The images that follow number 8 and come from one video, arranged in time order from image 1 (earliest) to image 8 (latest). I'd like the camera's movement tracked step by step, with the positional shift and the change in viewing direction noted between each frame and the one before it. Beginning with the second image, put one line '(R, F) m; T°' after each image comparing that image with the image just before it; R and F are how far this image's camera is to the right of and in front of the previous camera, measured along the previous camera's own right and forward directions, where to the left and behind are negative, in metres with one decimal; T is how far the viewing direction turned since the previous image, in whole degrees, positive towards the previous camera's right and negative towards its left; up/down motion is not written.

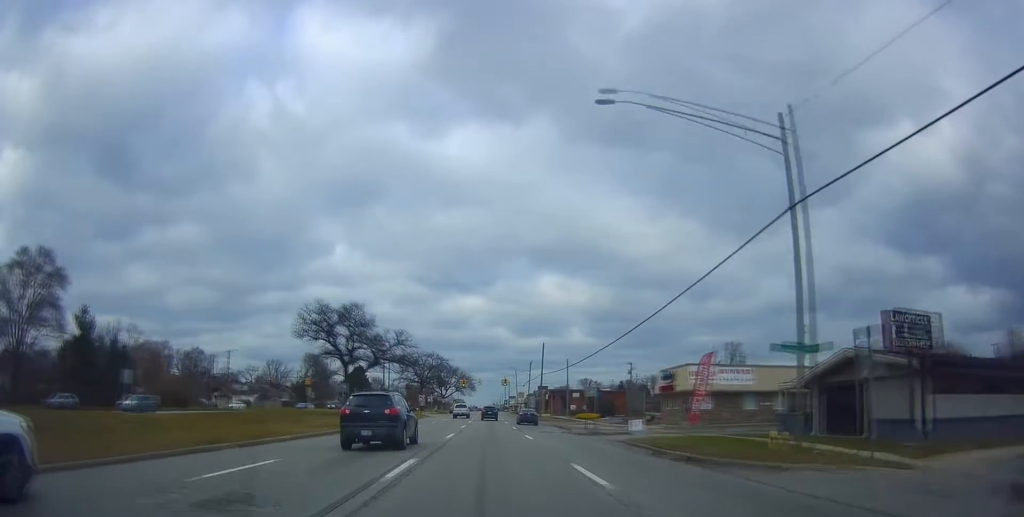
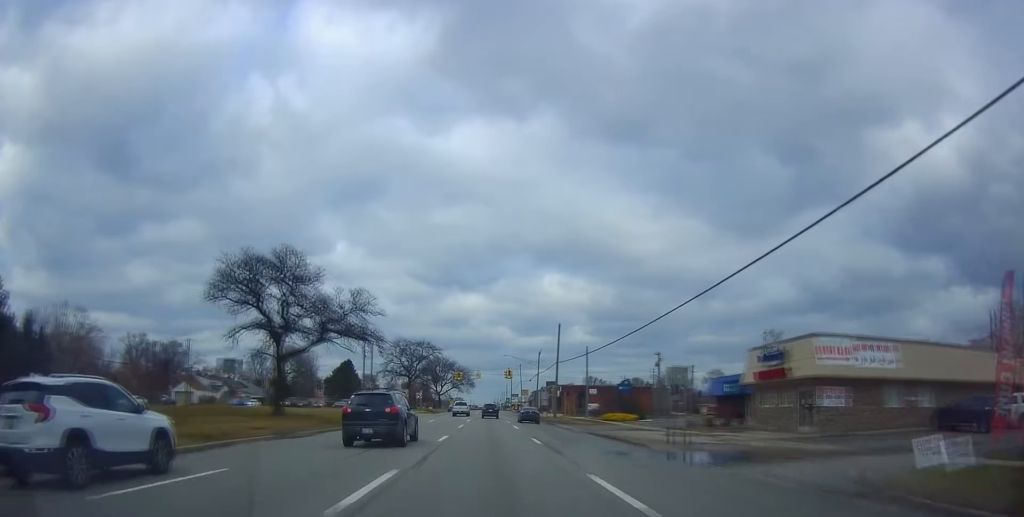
(+0.2, +19.1) m; +2°
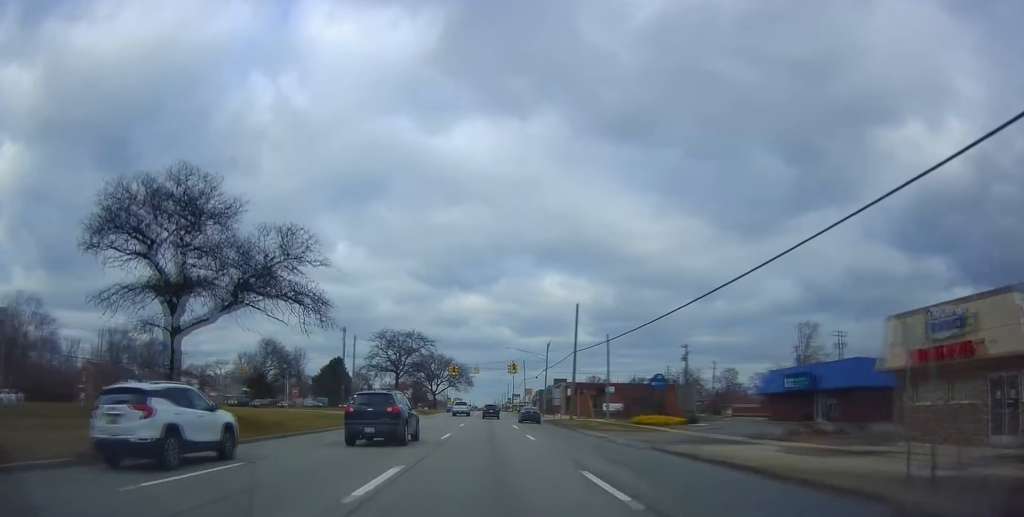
(+0.2, +13.9) m; 0°
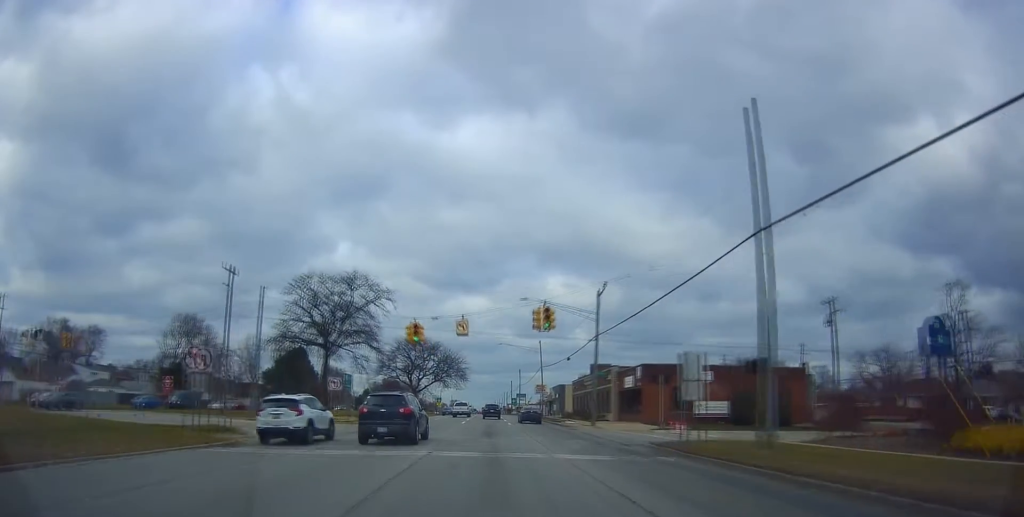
(-0.6, +38.6) m; 0°
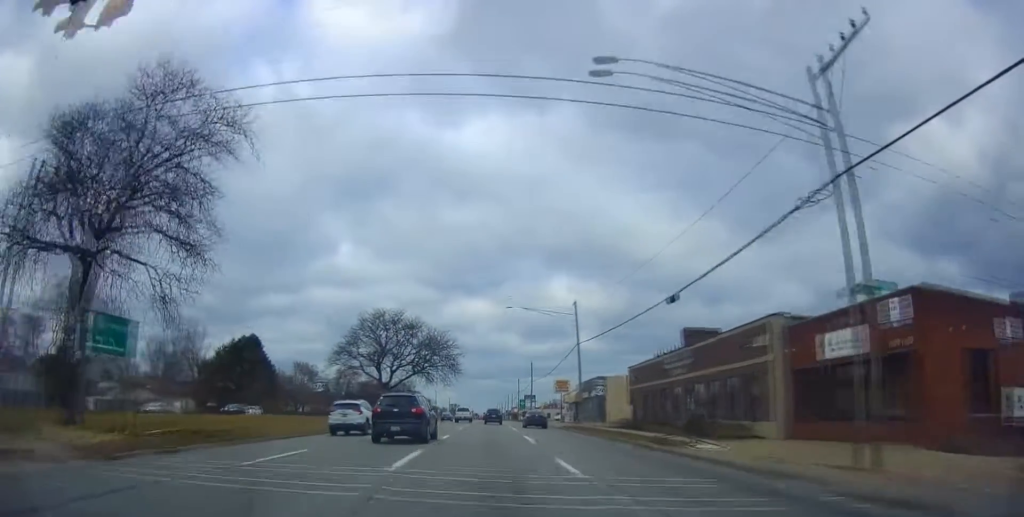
(+0.5, +32.8) m; -1°
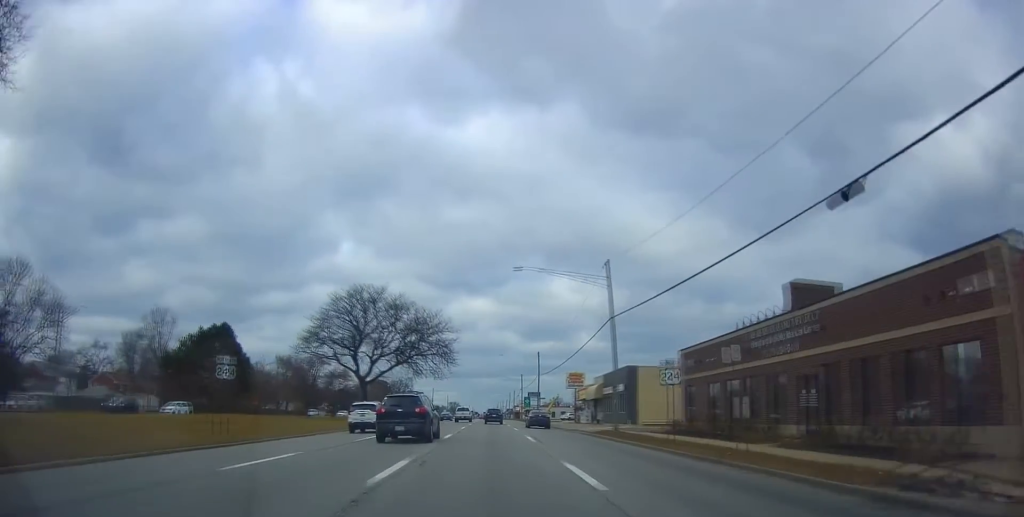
(-0.2, +13.7) m; 0°
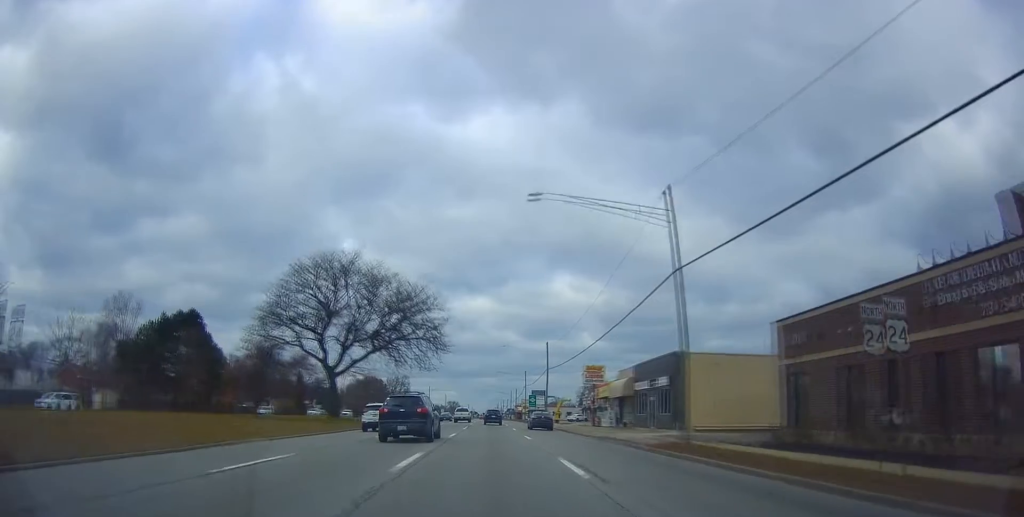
(-0.3, +13.0) m; +1°
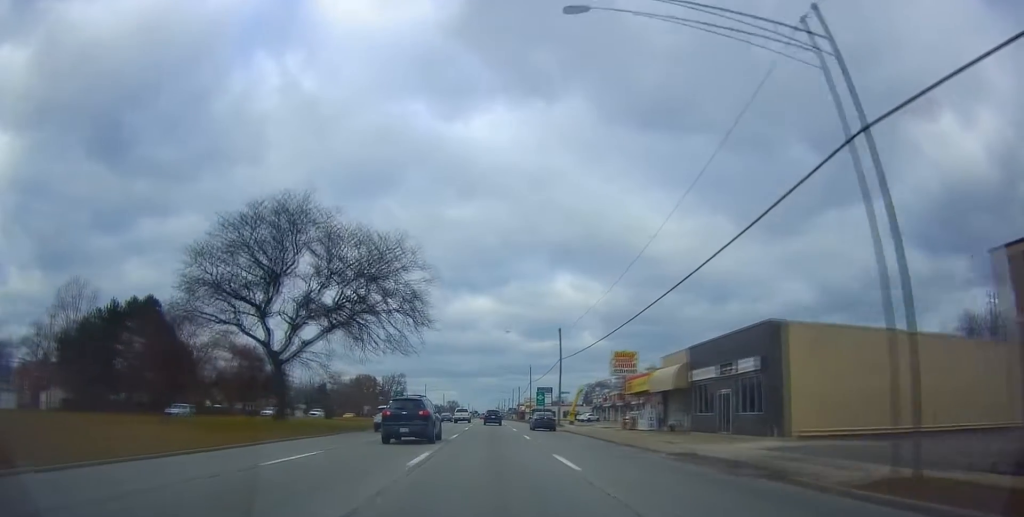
(+0.4, +13.5) m; 0°
